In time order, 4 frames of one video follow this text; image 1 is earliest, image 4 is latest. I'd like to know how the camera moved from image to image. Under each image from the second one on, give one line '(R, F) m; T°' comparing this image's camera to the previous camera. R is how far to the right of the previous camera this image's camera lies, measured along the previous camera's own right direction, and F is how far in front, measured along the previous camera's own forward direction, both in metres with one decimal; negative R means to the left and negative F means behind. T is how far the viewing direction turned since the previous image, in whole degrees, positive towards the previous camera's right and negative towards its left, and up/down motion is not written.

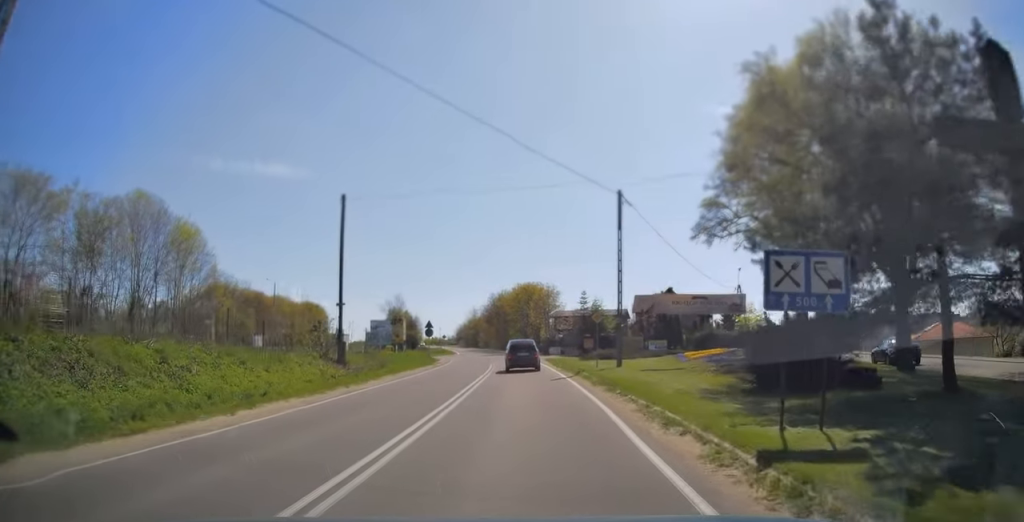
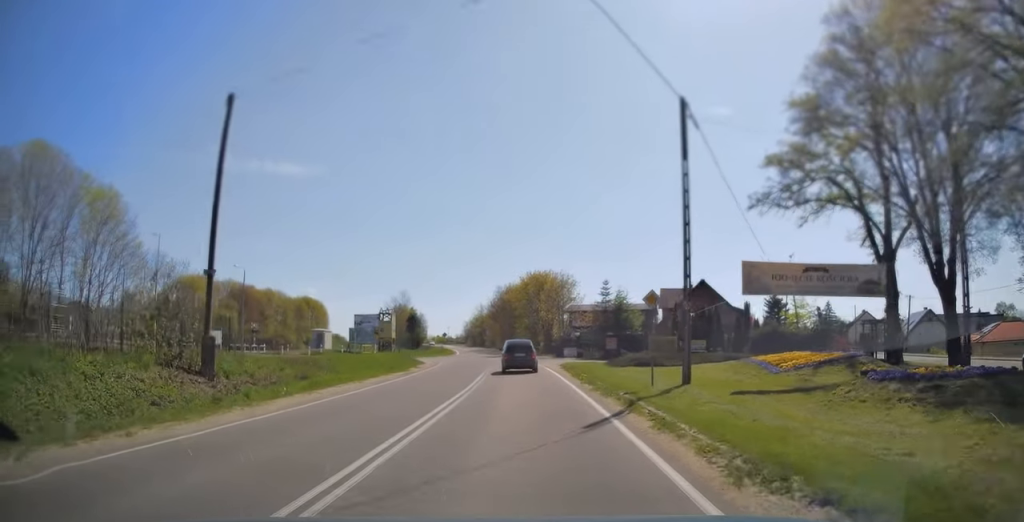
(-0.1, +11.7) m; -1°
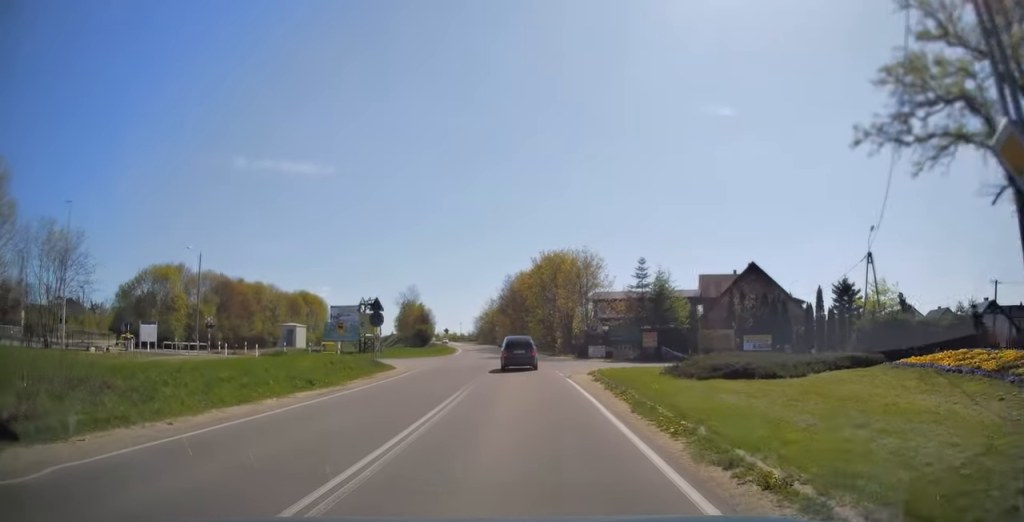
(-0.1, +12.8) m; -2°
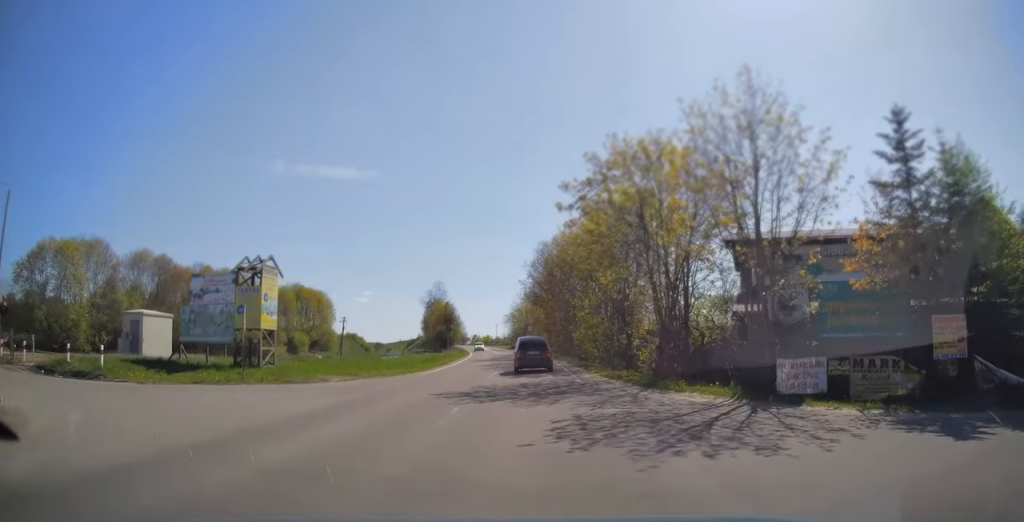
(-1.2, +29.8) m; -4°
